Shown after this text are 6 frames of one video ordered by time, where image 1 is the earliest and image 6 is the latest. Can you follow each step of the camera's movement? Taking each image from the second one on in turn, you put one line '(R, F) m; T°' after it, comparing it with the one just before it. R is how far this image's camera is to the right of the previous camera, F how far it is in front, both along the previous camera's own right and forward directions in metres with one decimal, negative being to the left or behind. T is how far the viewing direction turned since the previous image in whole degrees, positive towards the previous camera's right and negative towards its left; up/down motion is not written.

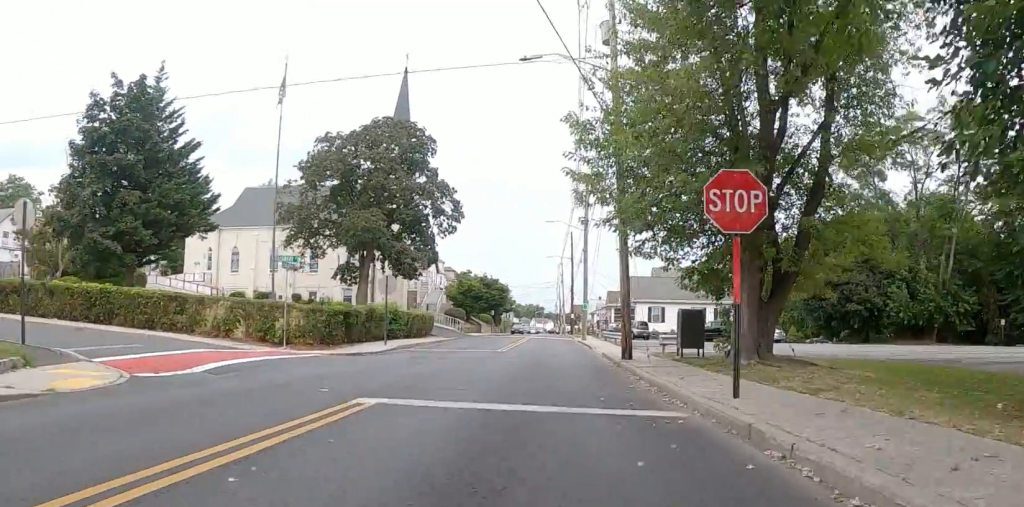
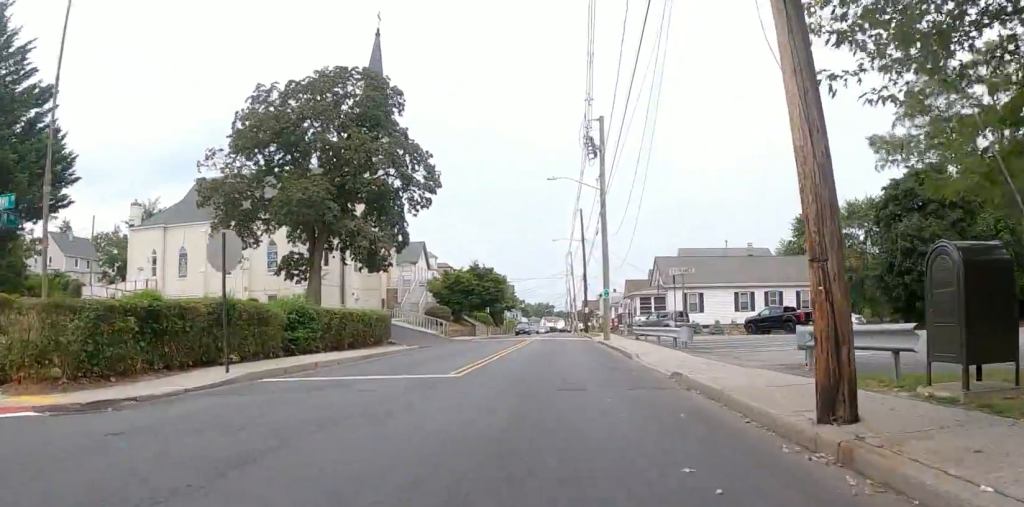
(+0.2, +11.6) m; -6°
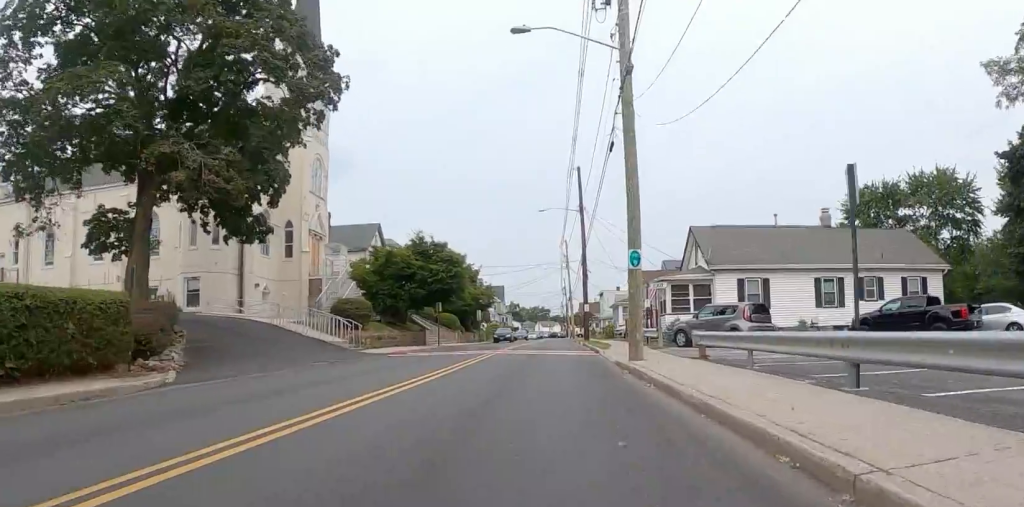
(+1.1, +15.8) m; +7°
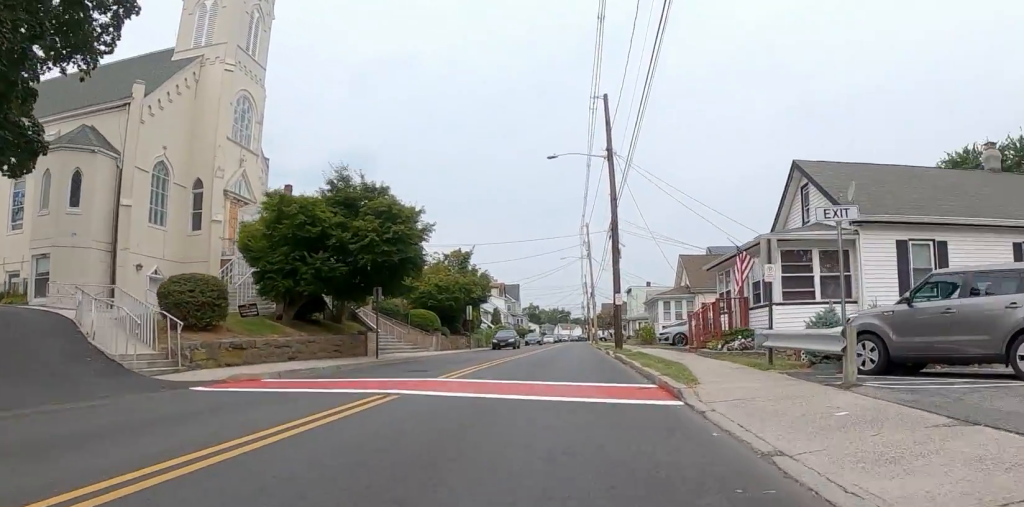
(-1.6, +12.7) m; -4°
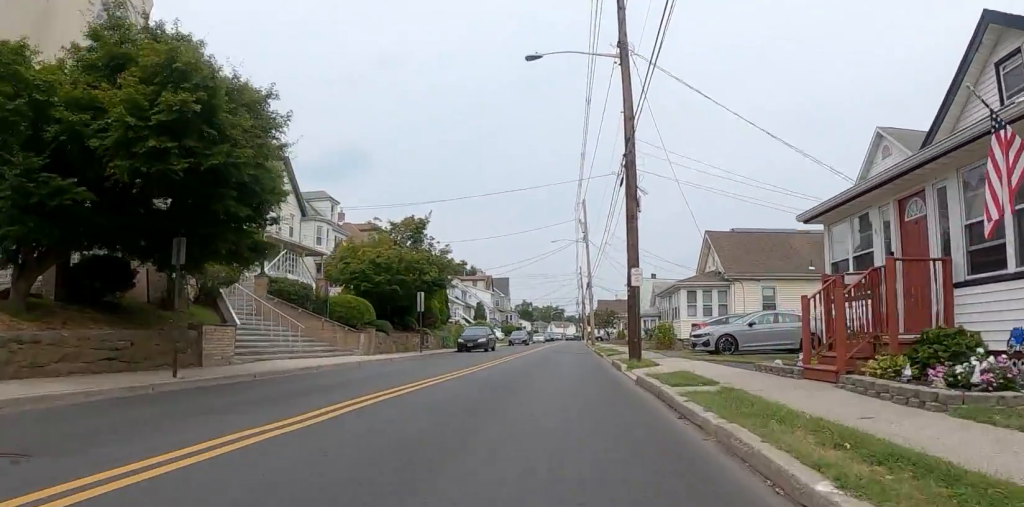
(+1.0, +10.1) m; +3°
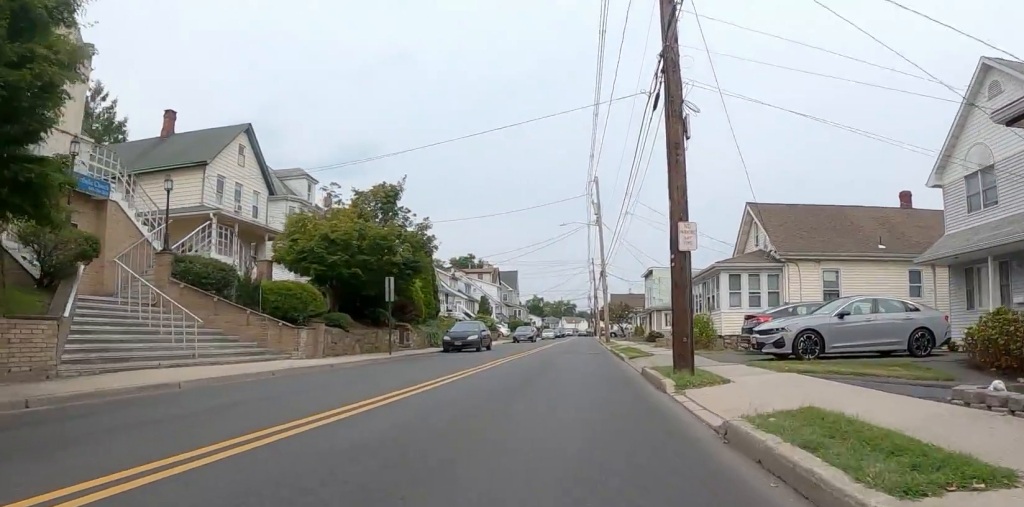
(-0.2, +5.7) m; -6°
